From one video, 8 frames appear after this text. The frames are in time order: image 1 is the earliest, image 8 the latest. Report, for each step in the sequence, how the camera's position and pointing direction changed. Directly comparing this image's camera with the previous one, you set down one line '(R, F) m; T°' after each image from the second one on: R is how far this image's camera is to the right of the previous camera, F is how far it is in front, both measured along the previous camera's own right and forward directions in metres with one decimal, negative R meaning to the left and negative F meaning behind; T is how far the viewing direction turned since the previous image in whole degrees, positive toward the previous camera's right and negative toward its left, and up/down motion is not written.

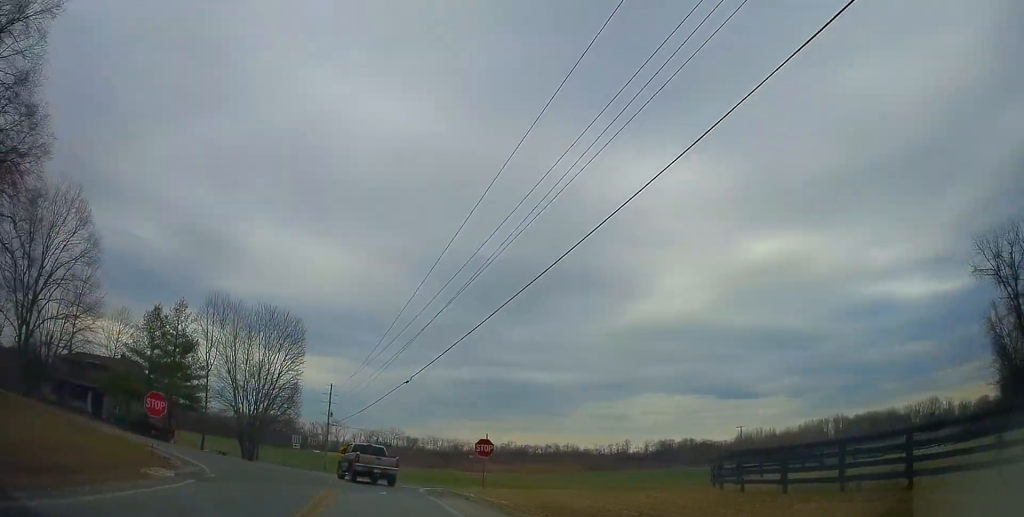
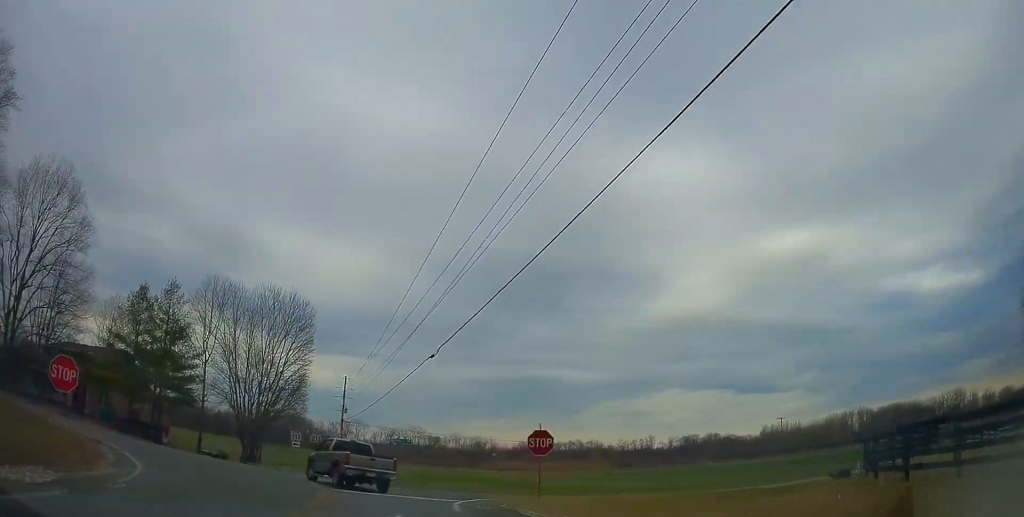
(-0.1, +7.7) m; -1°
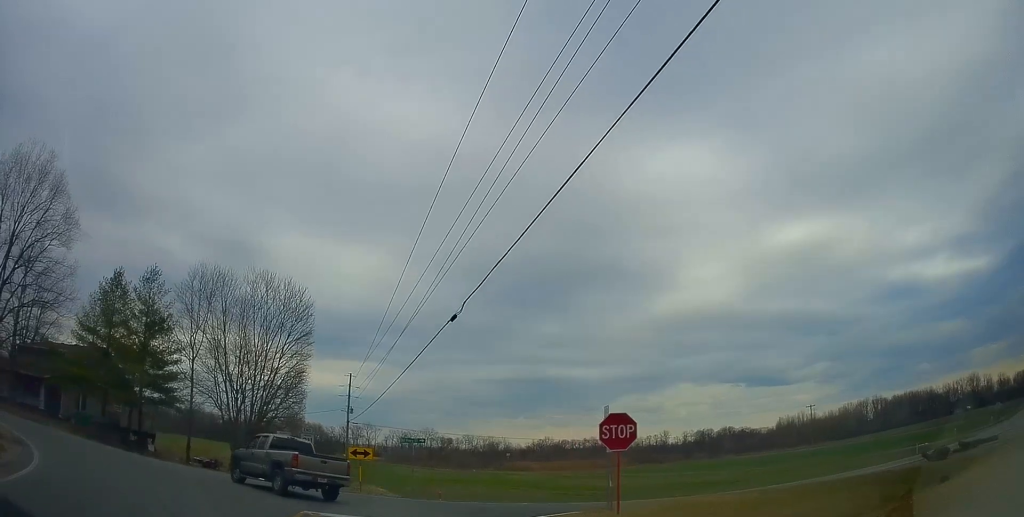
(-0.1, +6.7) m; -2°
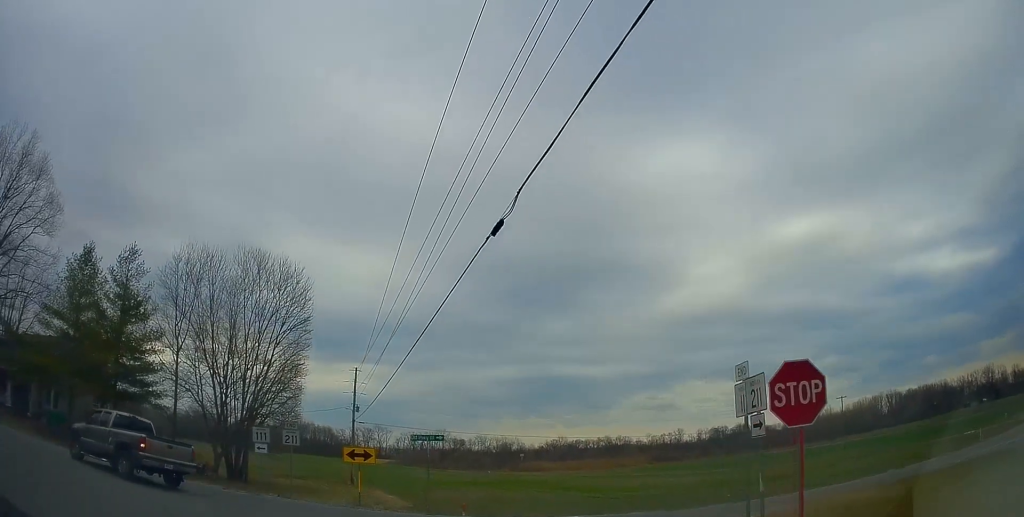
(-0.3, +7.8) m; -6°
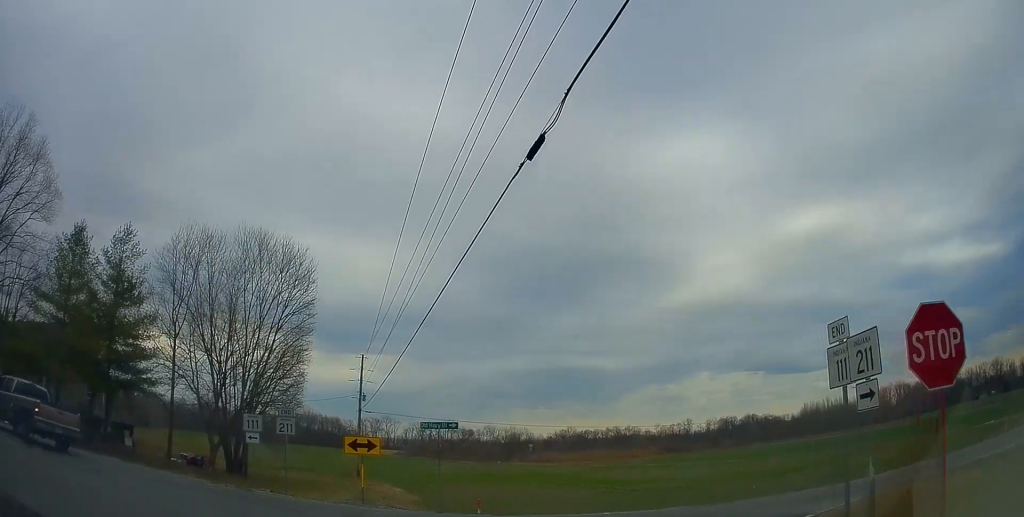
(-0.1, +3.9) m; -6°
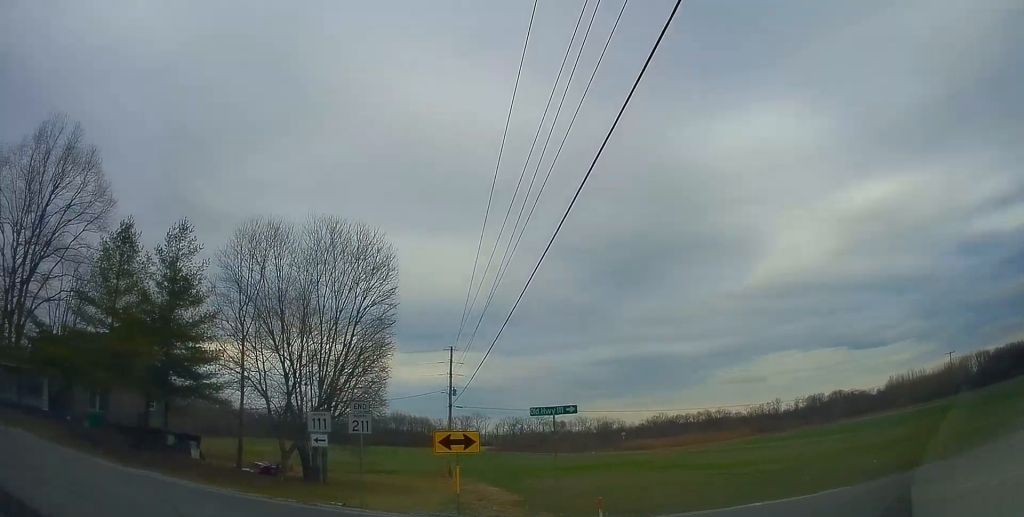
(-0.5, +4.6) m; -15°
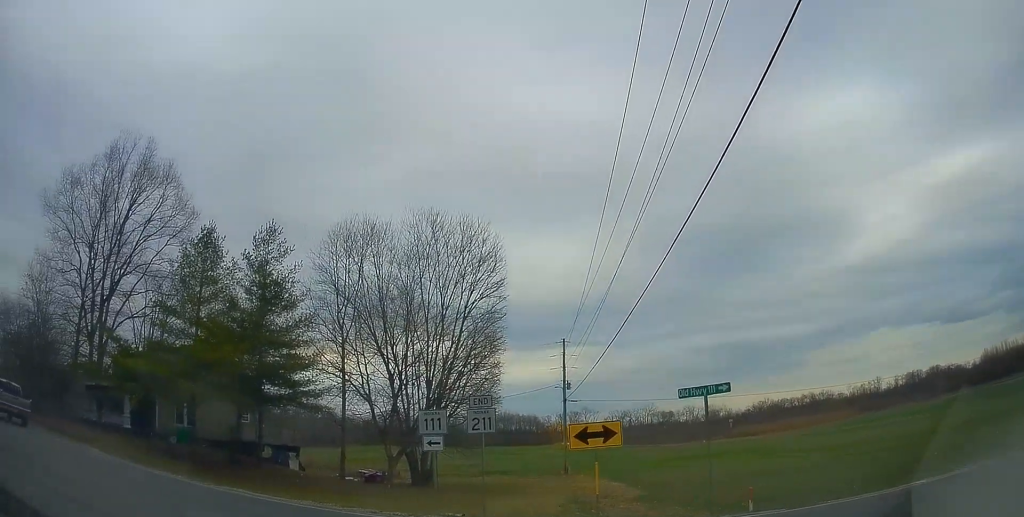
(+0.1, +1.7) m; -9°
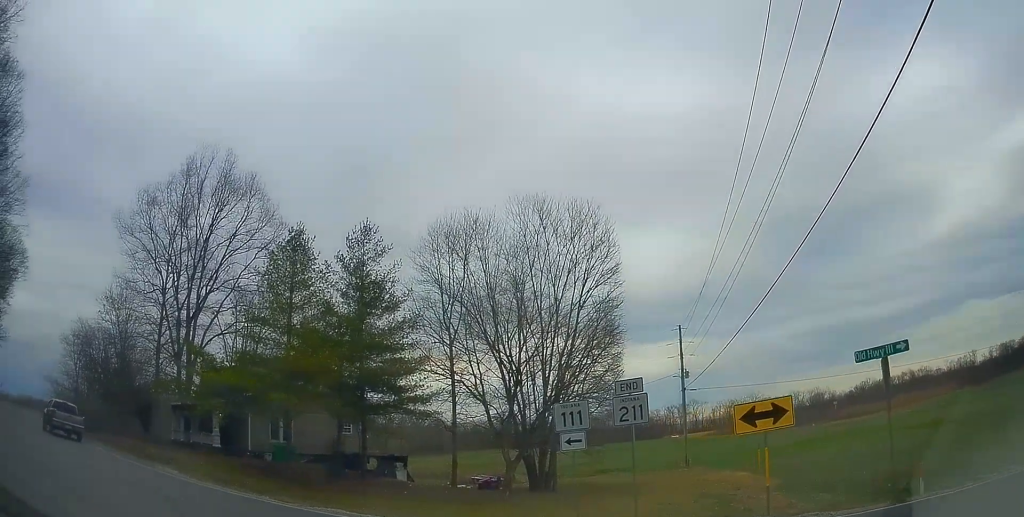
(-0.3, +1.9) m; -10°
